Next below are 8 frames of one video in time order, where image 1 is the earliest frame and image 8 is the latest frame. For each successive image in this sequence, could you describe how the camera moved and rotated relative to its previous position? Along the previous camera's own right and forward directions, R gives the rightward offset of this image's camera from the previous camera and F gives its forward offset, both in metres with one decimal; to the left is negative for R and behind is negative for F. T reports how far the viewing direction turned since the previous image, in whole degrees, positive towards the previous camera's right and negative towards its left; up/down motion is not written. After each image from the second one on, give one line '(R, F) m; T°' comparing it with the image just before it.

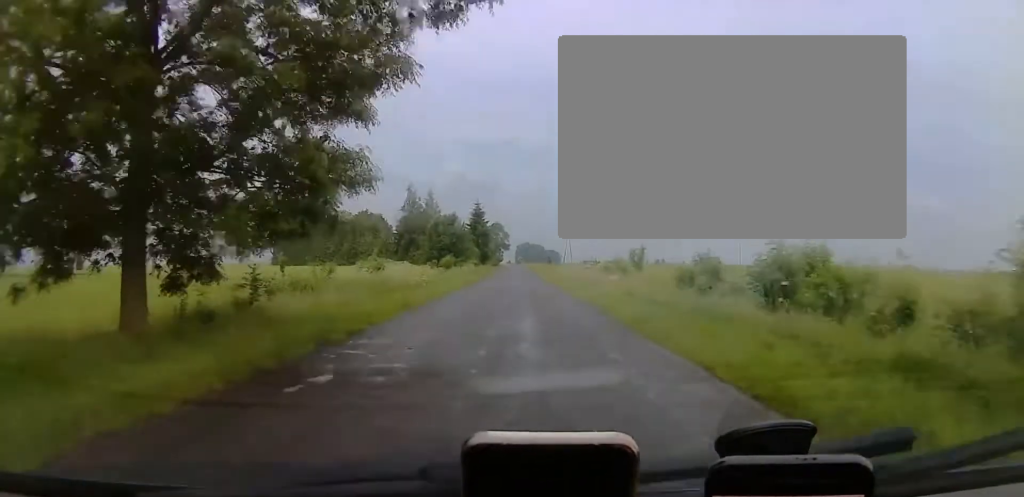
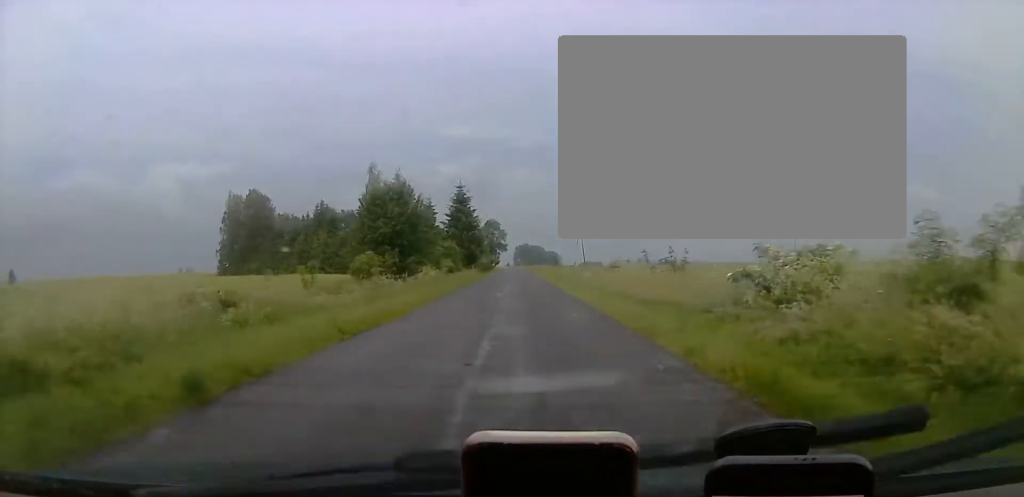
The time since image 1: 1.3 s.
(+0.5, +31.8) m; +1°
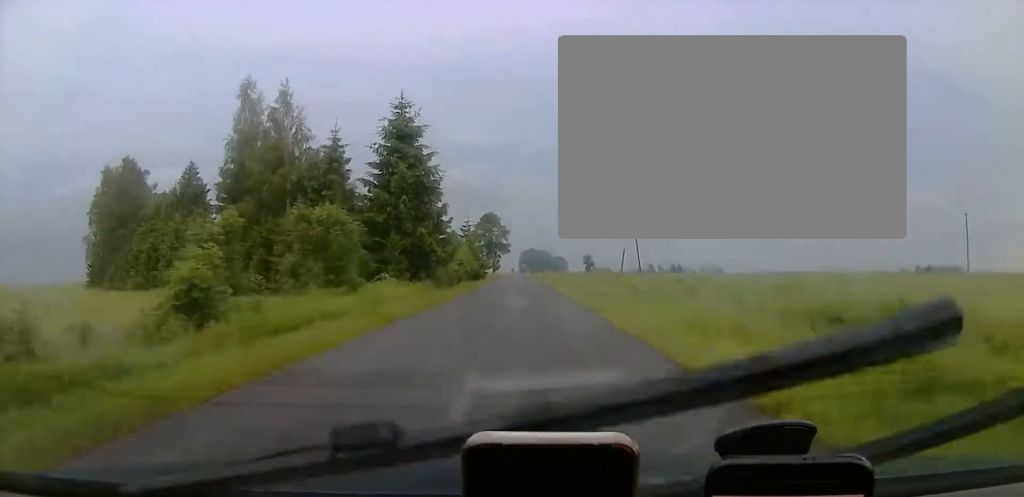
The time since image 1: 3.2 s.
(0.0, +53.8) m; 0°
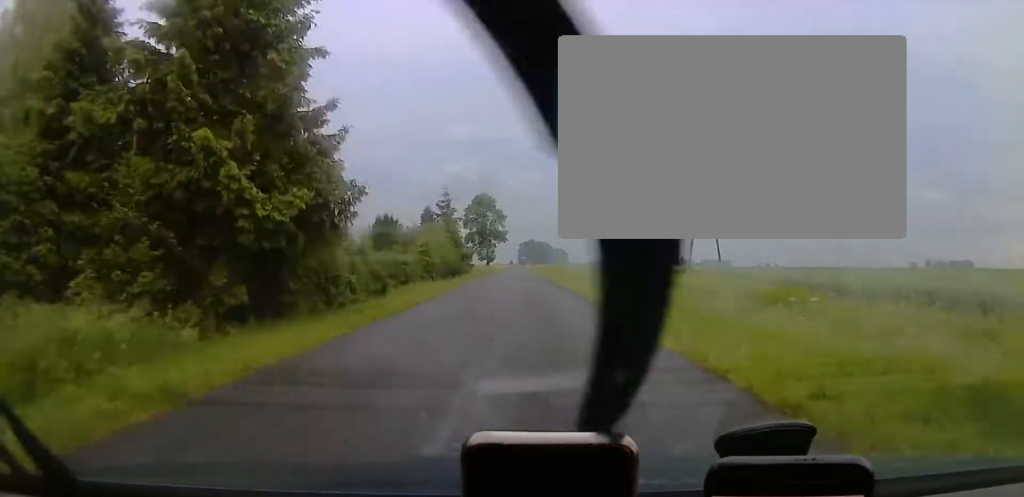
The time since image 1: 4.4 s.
(-0.1, +27.9) m; -1°
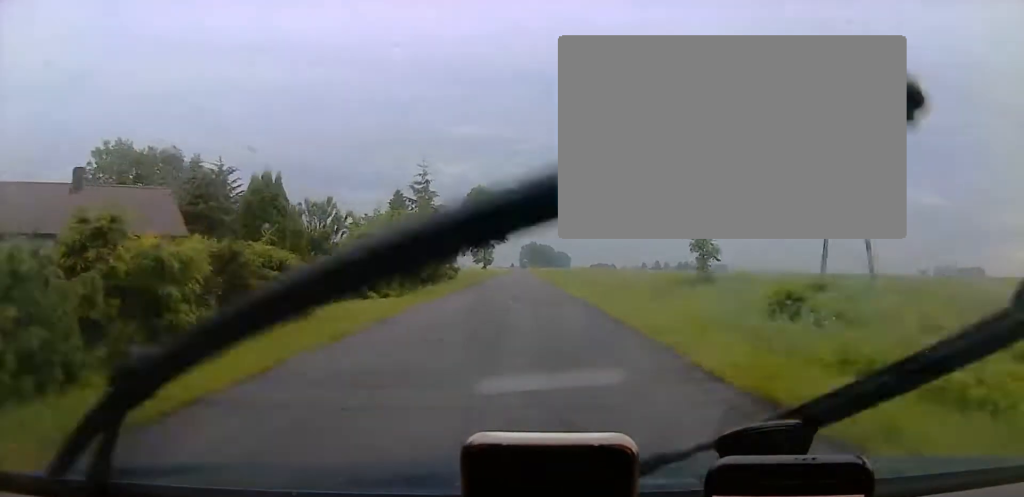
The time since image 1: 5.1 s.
(-0.3, +18.7) m; -1°
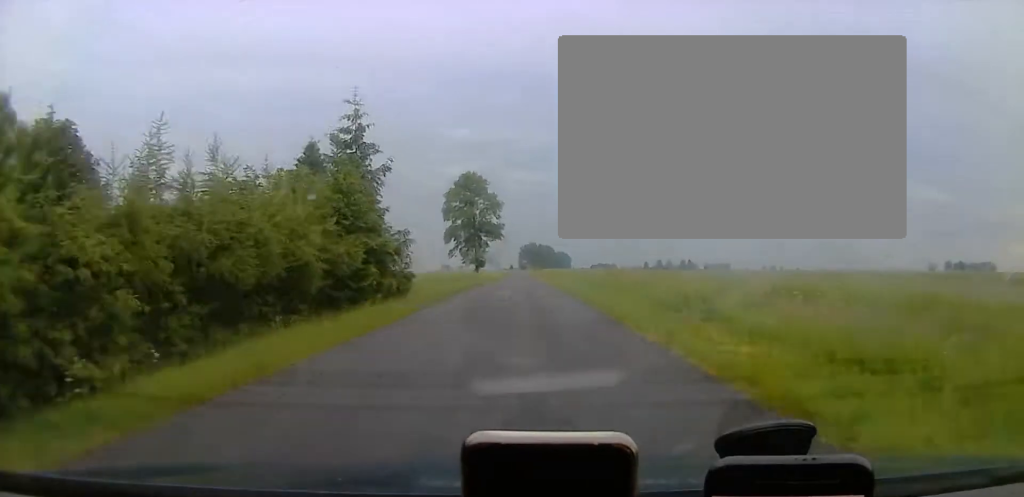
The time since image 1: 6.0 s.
(-0.1, +22.6) m; 0°
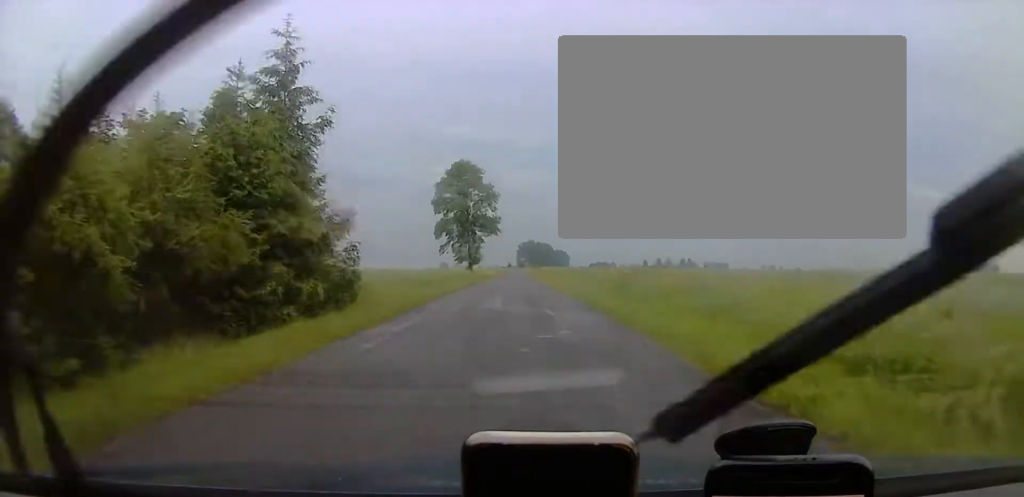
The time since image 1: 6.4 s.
(0.0, +9.4) m; 0°
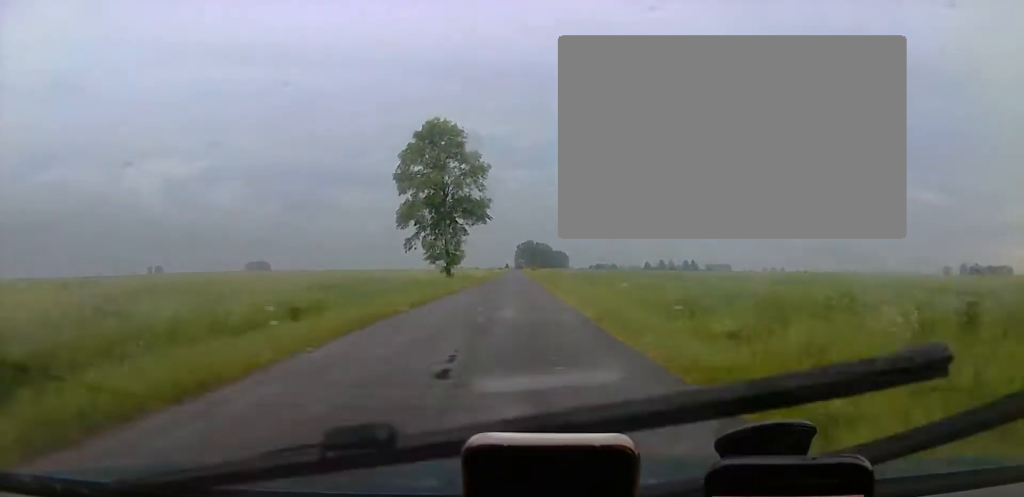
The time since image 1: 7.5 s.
(0.0, +26.6) m; 0°
